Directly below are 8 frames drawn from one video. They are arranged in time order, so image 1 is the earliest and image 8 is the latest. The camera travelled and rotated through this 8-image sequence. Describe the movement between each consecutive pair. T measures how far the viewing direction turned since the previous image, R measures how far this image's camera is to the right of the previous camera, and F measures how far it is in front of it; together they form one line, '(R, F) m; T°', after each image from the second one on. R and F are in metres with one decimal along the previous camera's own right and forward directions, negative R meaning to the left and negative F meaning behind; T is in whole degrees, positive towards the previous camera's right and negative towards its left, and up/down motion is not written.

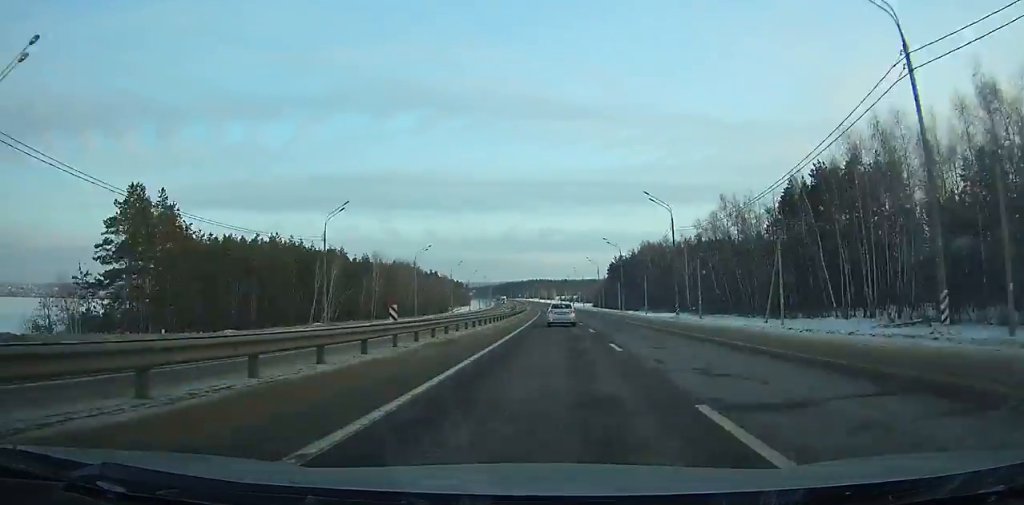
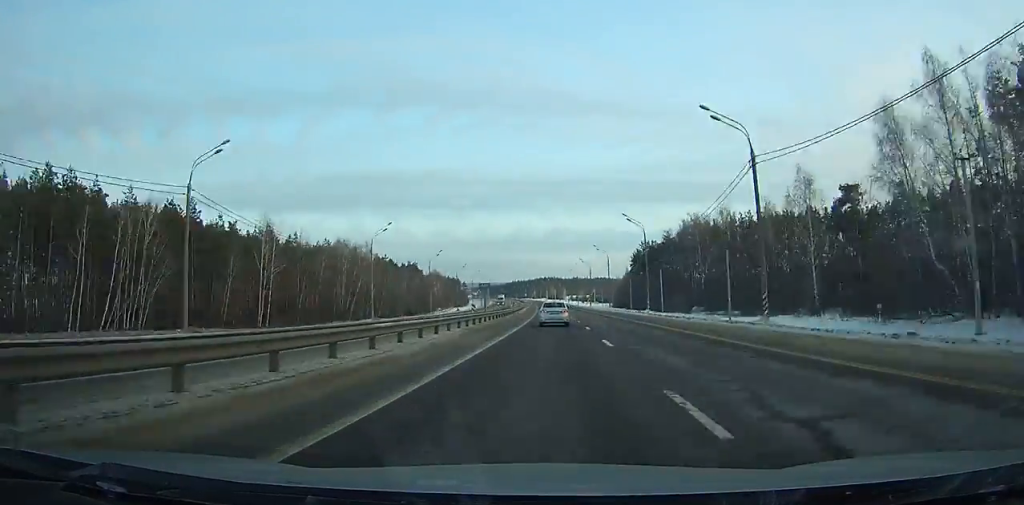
(-0.8, +57.1) m; -1°
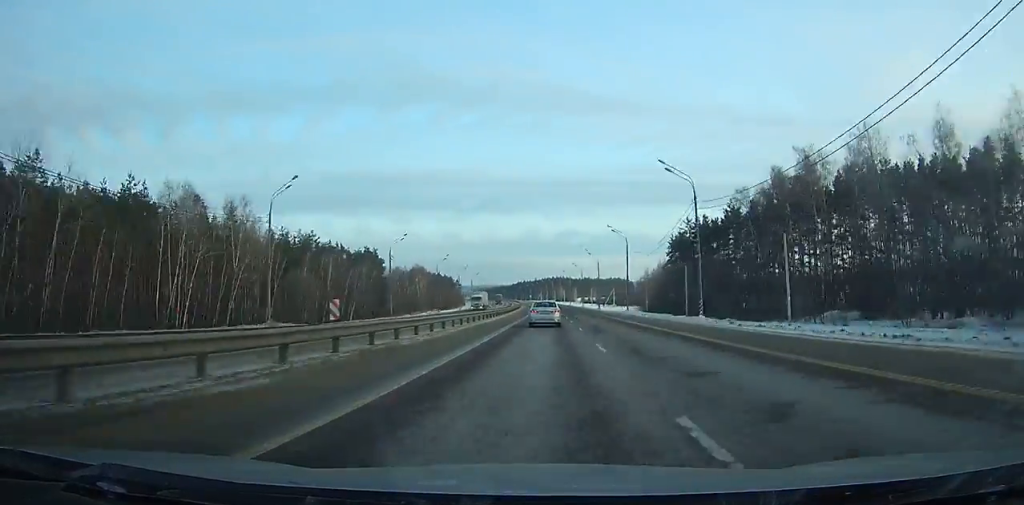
(-0.7, +59.8) m; -1°
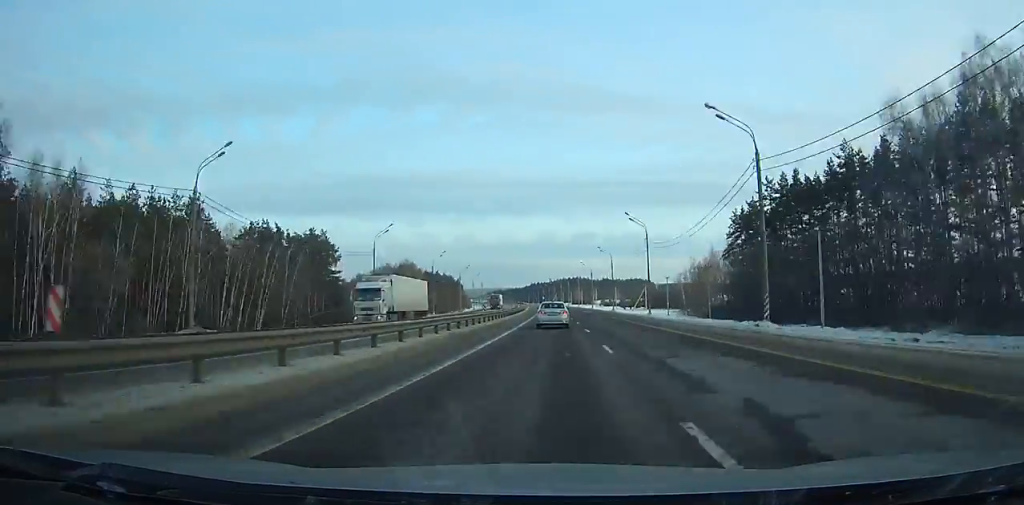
(-0.5, +46.8) m; -1°
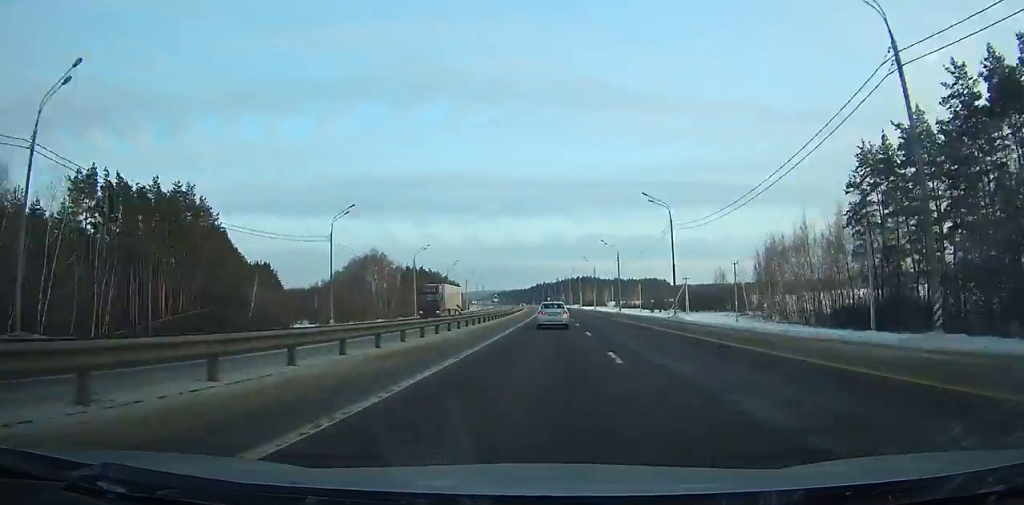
(-0.5, +49.4) m; -1°
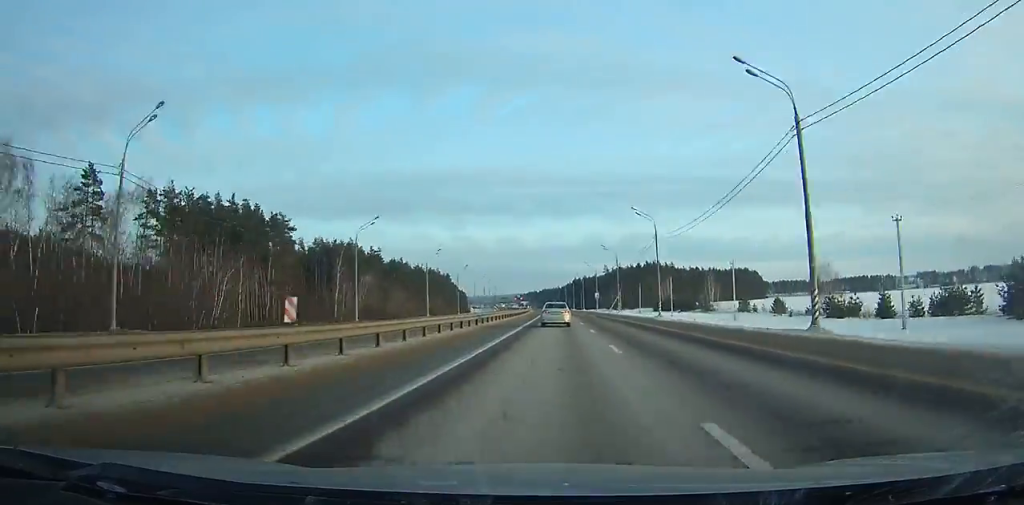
(-6.2, +173.0) m; -4°
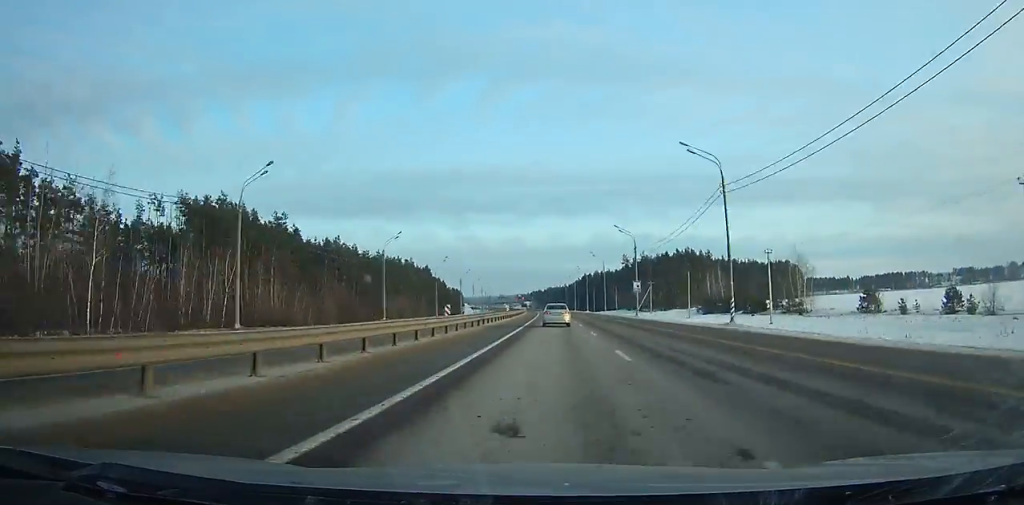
(-0.3, +60.1) m; -1°
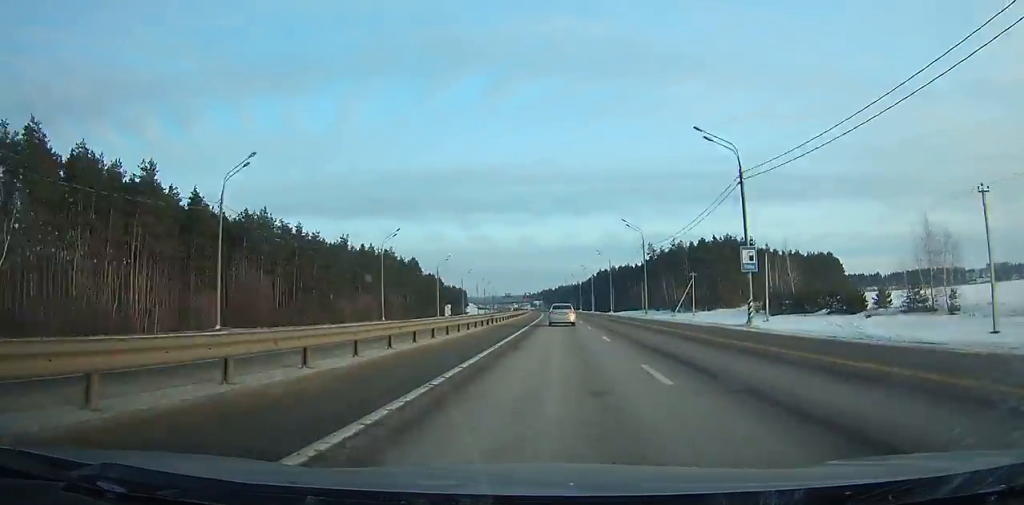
(-0.4, +39.0) m; -1°
